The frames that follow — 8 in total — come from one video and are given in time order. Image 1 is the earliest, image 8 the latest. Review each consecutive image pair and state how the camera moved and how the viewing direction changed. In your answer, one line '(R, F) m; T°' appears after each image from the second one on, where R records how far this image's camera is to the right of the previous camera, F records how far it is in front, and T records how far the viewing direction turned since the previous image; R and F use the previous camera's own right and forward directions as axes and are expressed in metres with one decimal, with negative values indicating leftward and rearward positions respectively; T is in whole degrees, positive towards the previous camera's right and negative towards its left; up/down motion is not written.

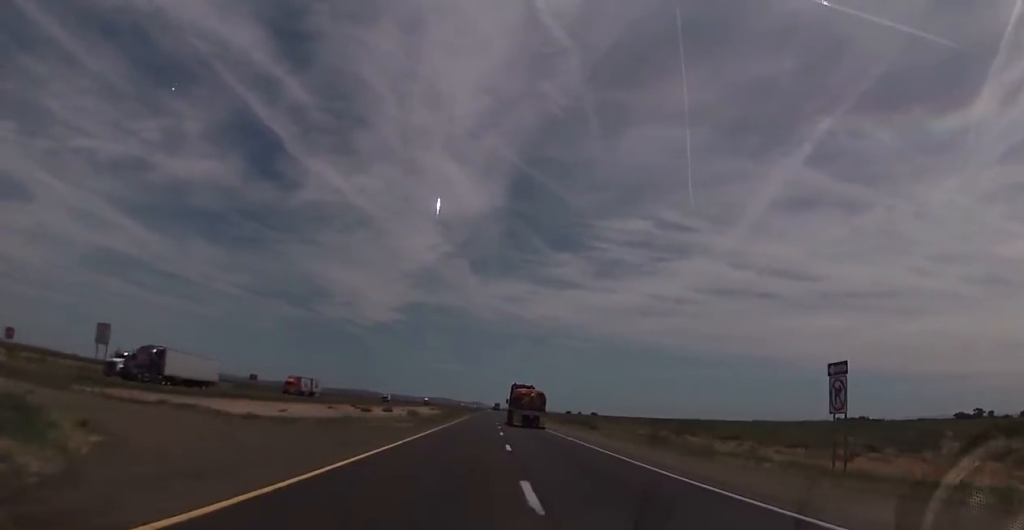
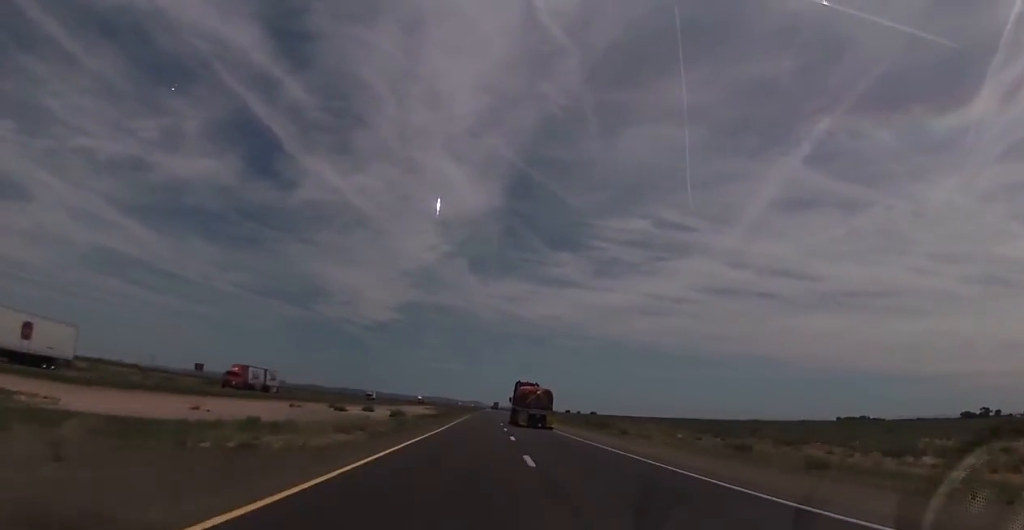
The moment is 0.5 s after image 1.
(0.0, +18.2) m; 0°
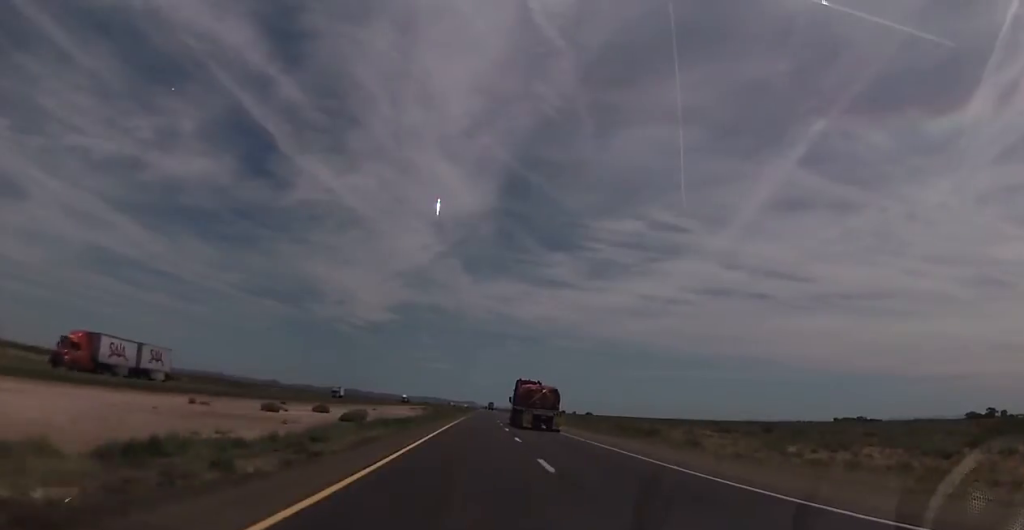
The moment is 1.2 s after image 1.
(-0.4, +25.4) m; 0°
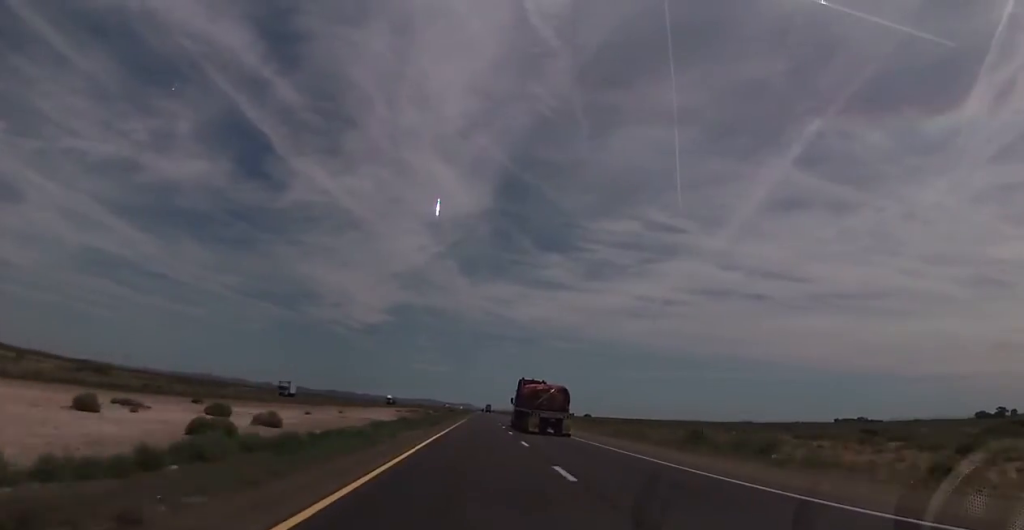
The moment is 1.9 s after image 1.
(+0.3, +26.7) m; +1°
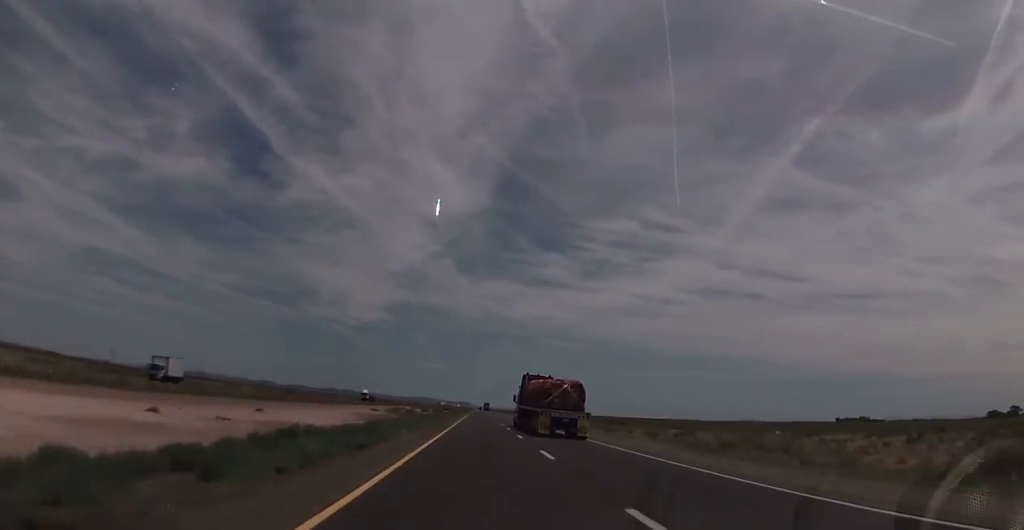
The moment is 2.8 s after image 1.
(+0.2, +31.5) m; 0°
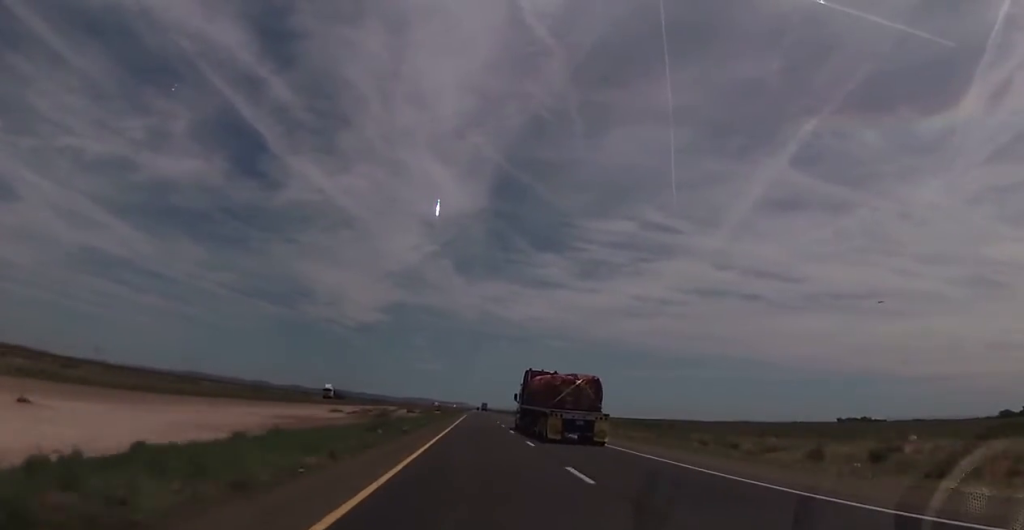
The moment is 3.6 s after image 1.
(0.0, +30.2) m; 0°
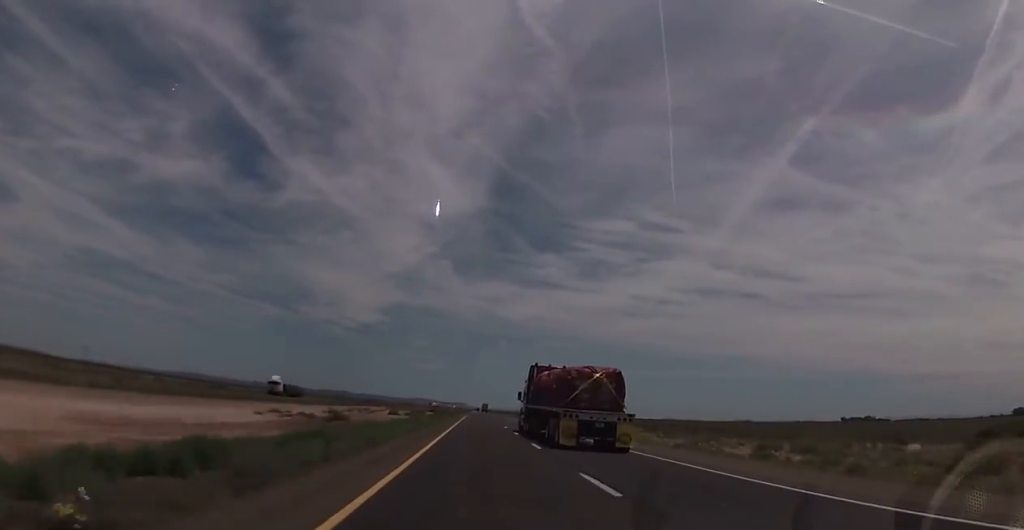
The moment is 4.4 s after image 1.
(0.0, +26.6) m; 0°
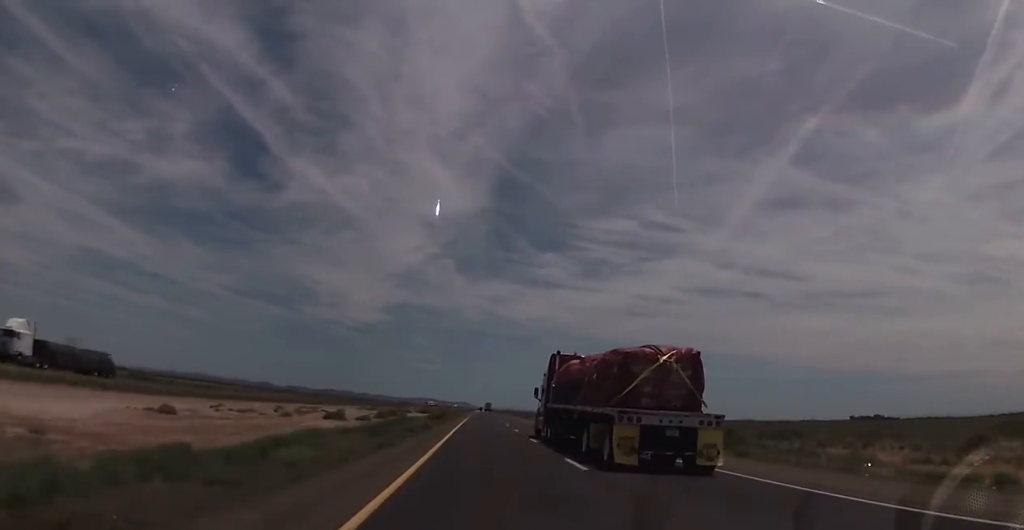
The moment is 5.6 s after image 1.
(0.0, +44.9) m; 0°
